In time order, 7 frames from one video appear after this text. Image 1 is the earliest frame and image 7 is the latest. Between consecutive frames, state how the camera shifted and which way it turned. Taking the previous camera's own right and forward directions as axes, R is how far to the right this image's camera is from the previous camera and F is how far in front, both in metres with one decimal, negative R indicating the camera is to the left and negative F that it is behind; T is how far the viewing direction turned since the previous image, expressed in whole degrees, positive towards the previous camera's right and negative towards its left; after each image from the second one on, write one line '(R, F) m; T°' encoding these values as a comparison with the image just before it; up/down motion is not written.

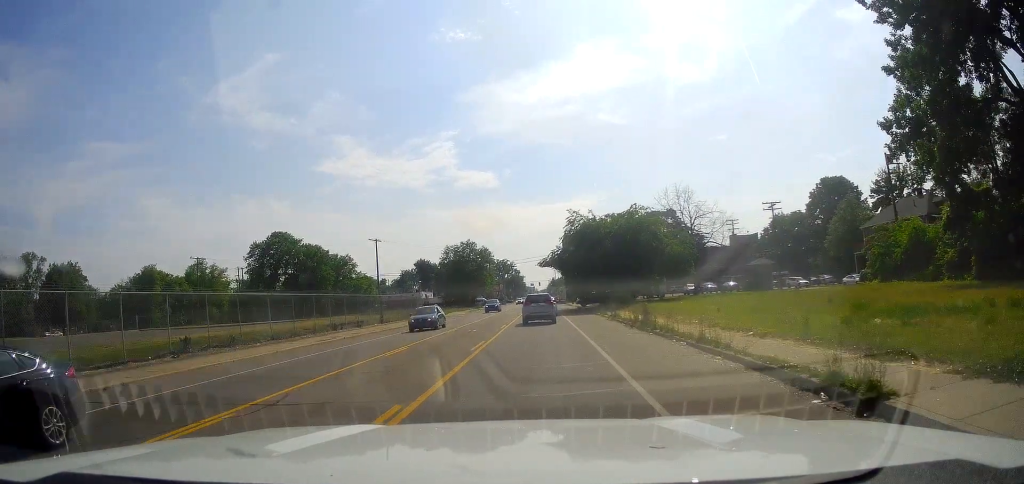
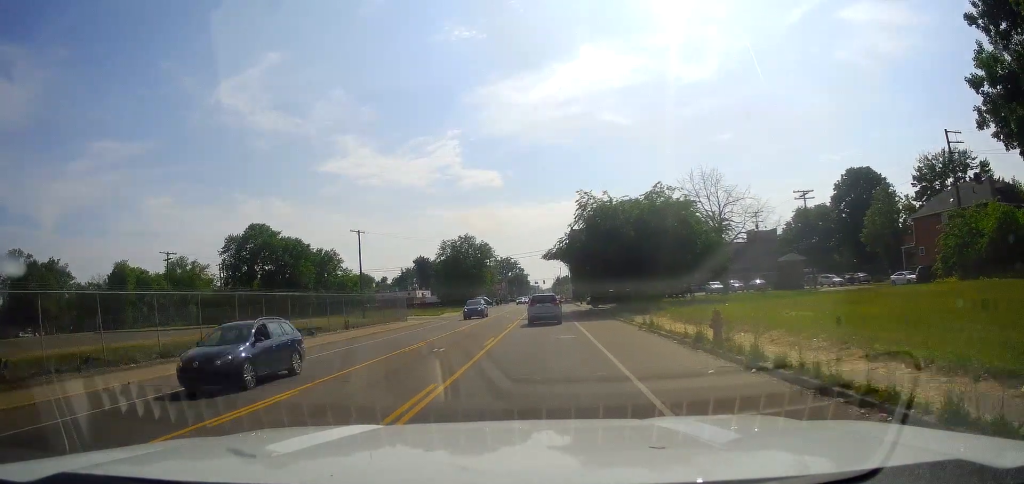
(+0.1, +10.2) m; +1°
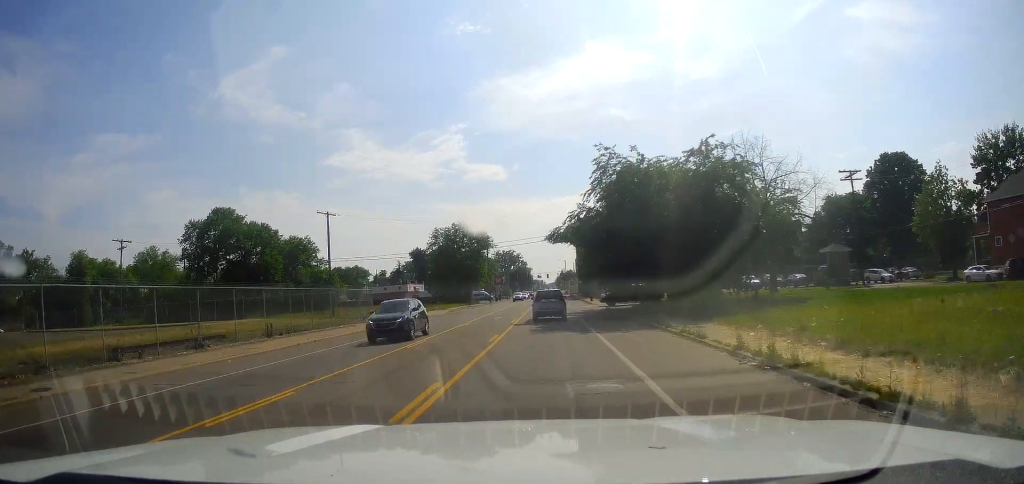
(+0.2, +12.4) m; -1°
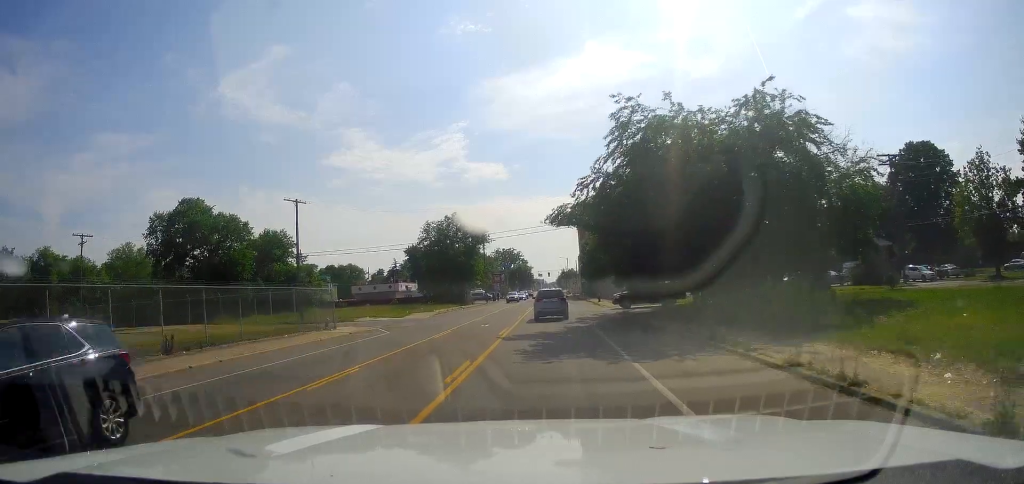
(-0.1, +8.7) m; -1°
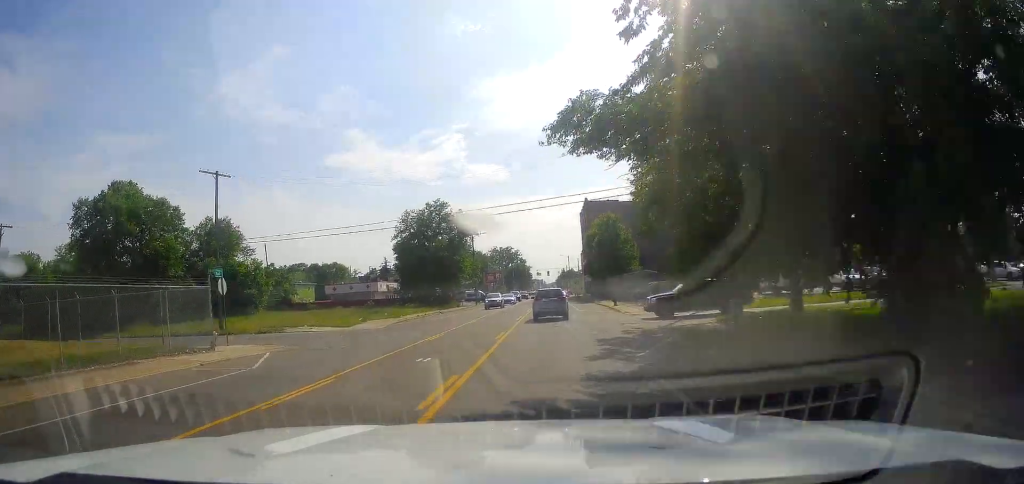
(-0.4, +14.6) m; -1°
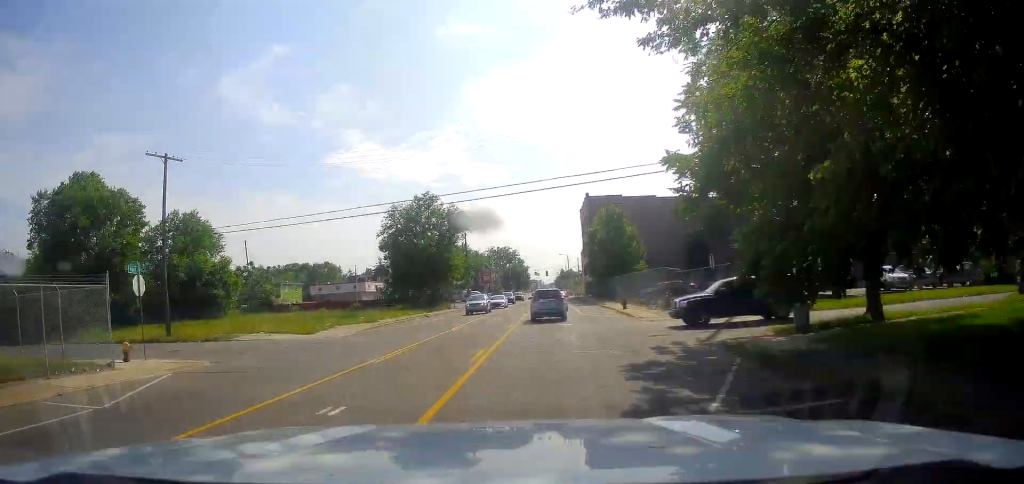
(+0.1, +6.4) m; 0°
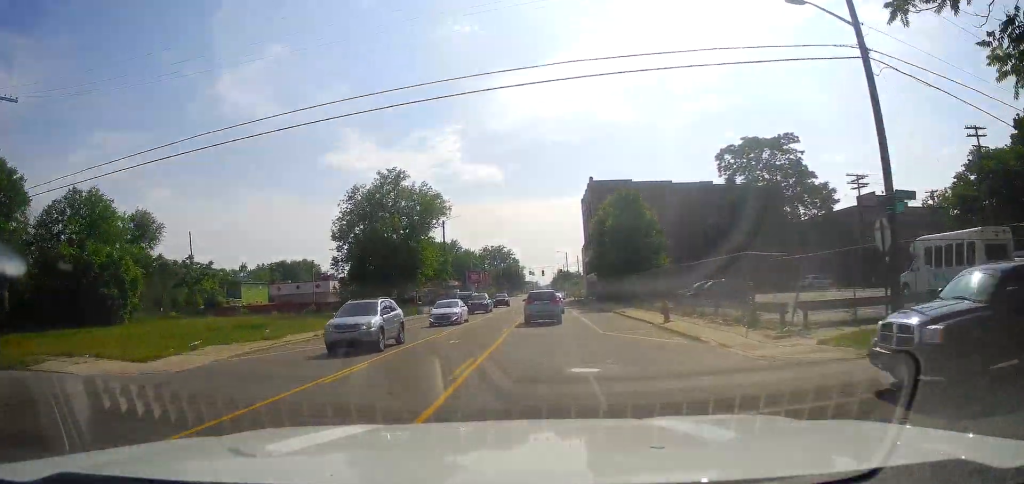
(0.0, +15.1) m; +3°
